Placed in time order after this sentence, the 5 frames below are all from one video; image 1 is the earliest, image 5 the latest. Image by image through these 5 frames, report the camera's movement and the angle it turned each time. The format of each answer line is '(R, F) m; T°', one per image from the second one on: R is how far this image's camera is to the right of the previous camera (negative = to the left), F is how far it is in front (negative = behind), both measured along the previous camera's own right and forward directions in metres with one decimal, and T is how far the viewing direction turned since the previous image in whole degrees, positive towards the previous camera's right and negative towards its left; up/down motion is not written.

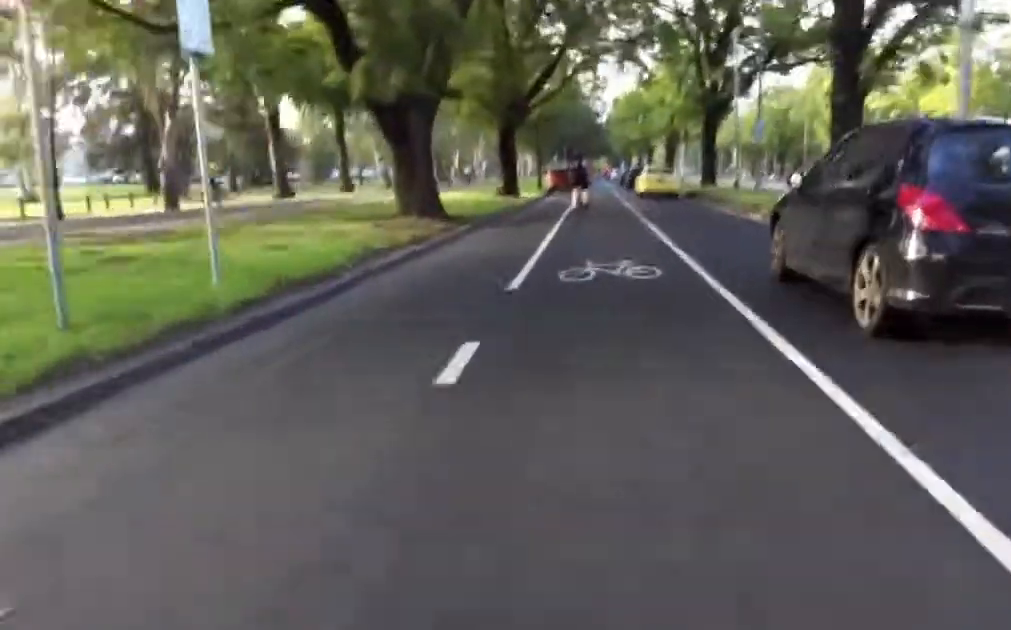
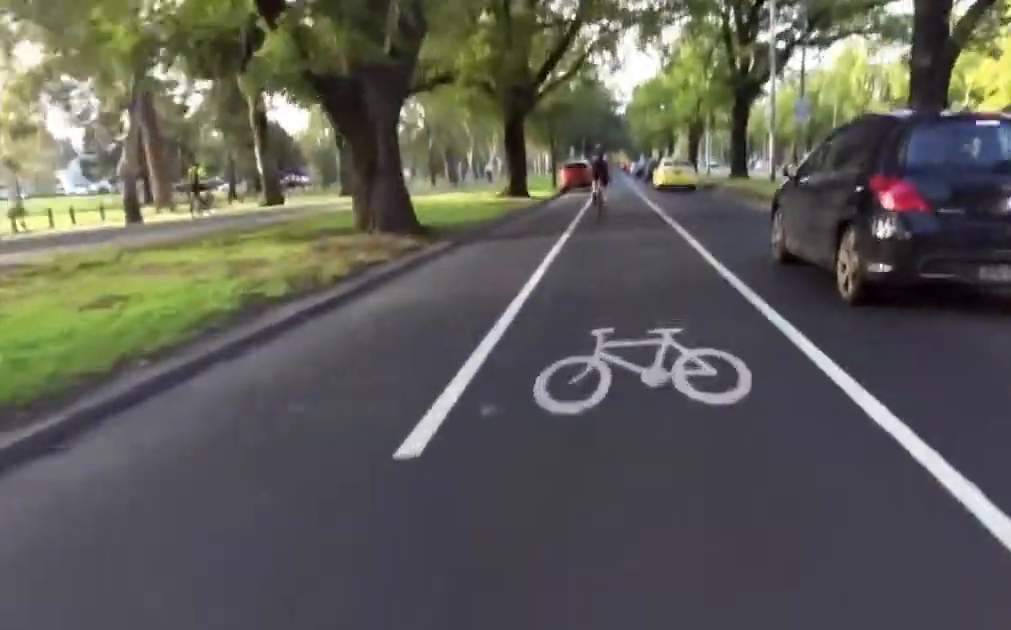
(-0.1, +4.3) m; +2°
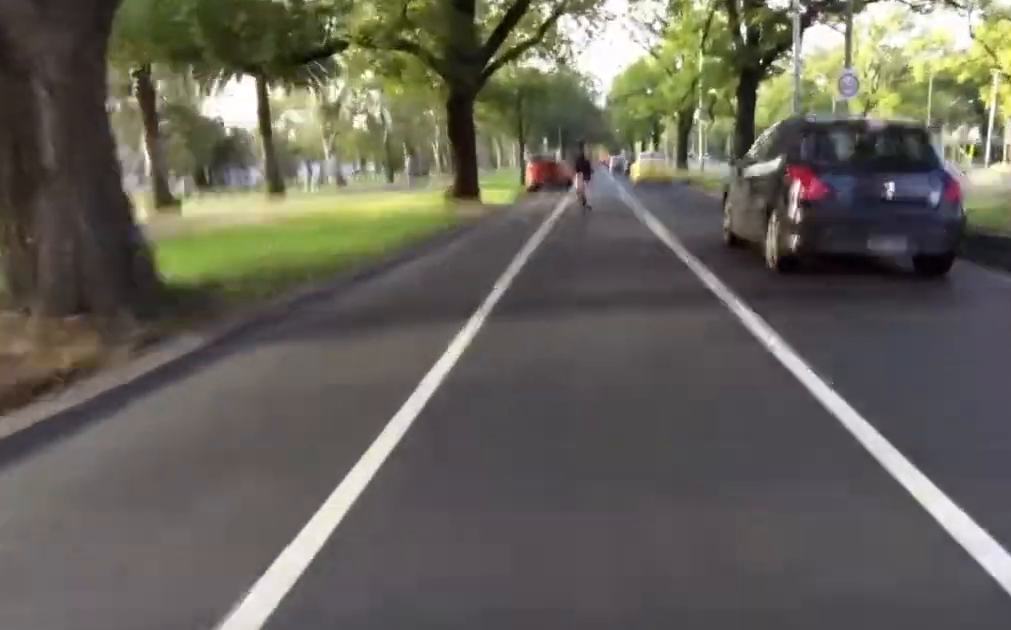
(+0.3, +7.6) m; -1°
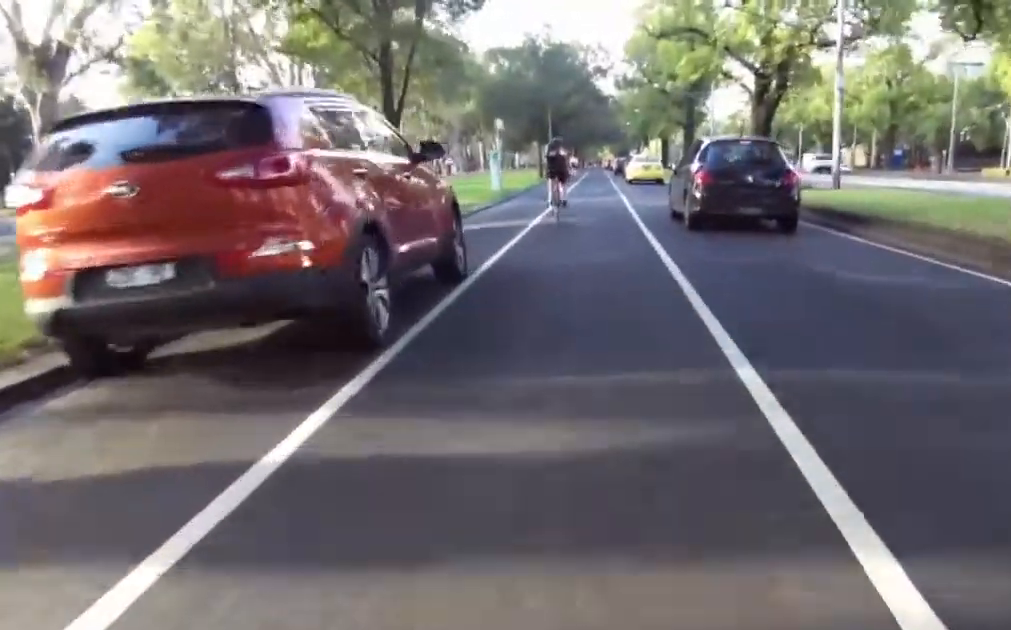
(-1.8, +28.8) m; -1°
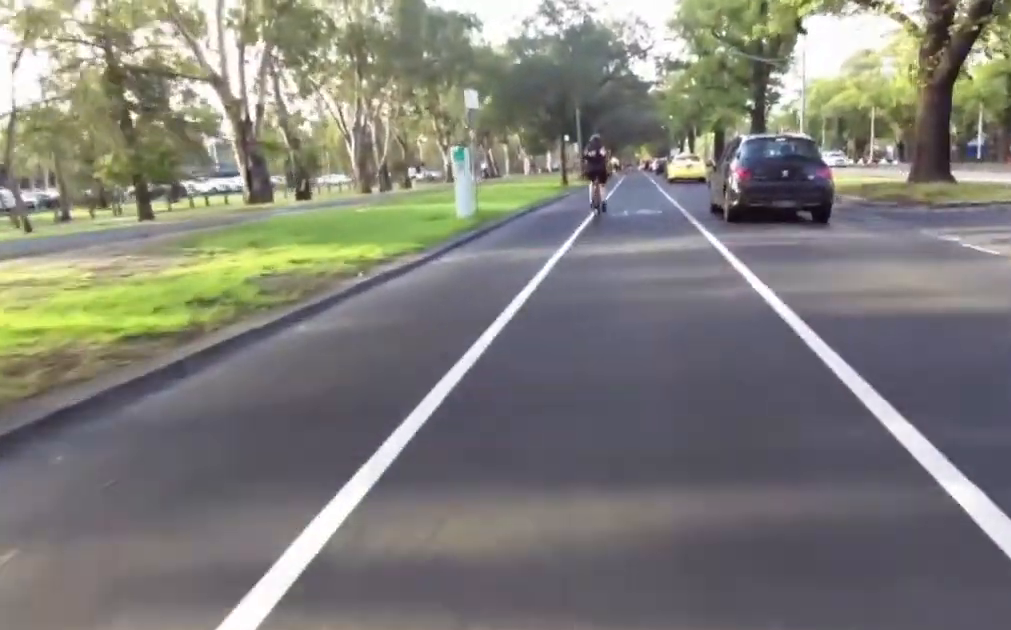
(-1.0, +13.2) m; -4°
